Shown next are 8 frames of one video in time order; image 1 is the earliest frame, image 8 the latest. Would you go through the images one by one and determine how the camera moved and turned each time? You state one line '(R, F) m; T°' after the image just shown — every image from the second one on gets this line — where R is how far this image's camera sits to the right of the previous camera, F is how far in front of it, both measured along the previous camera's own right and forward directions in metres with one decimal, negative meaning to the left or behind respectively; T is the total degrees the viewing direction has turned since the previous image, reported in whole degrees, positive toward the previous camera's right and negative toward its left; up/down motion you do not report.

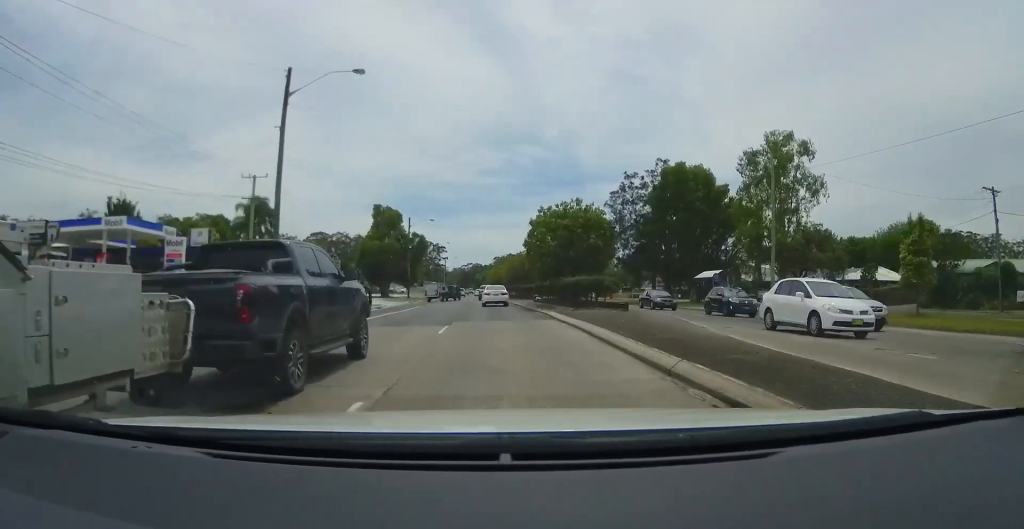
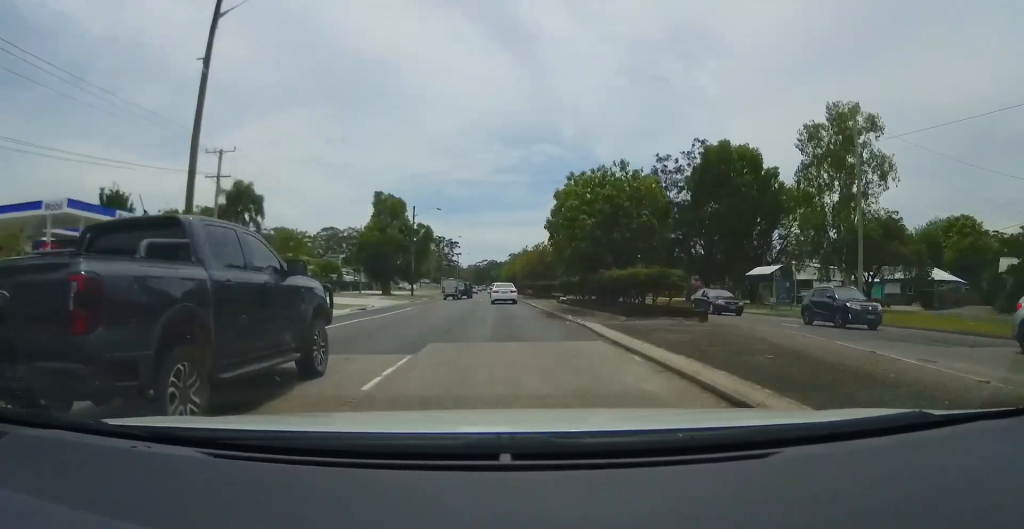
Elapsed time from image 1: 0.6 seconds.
(0.0, +8.9) m; -2°
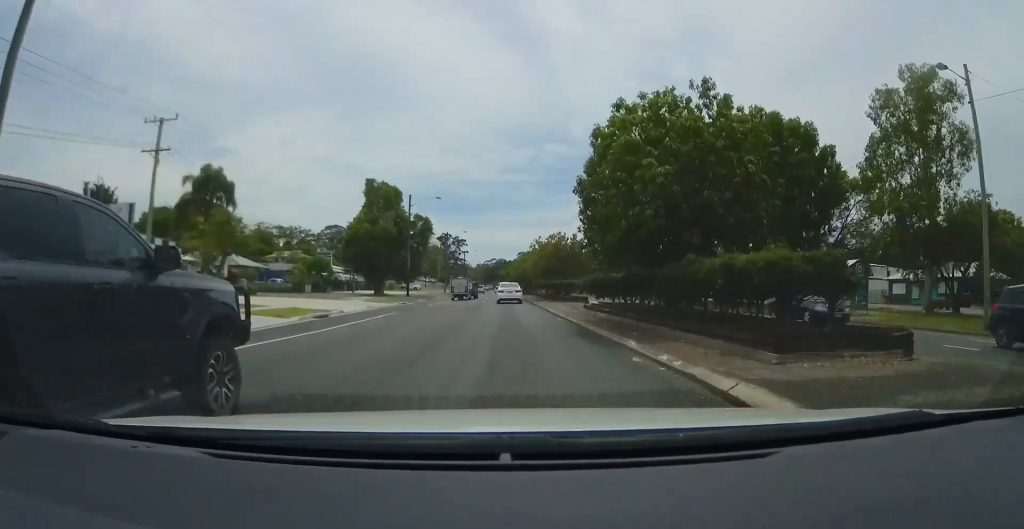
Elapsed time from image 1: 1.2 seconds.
(-0.3, +9.1) m; -2°
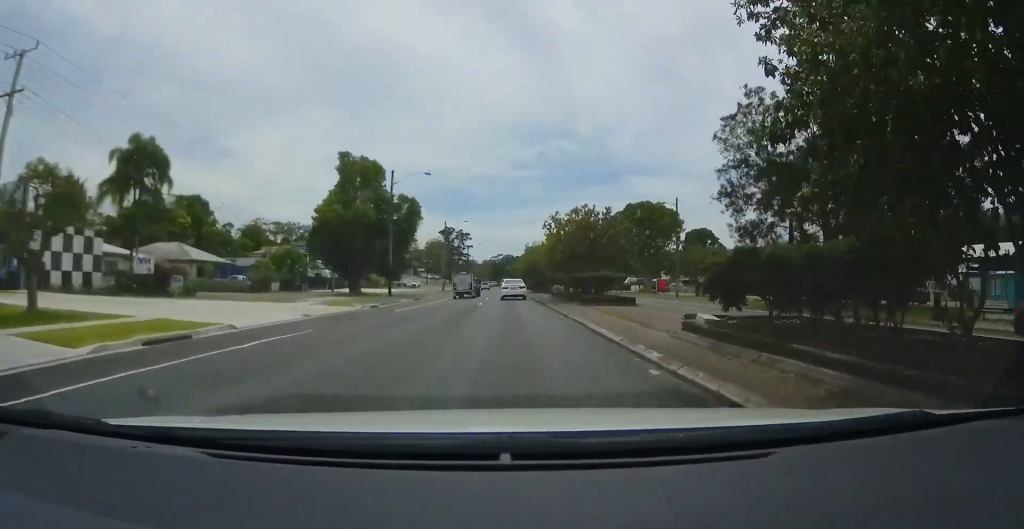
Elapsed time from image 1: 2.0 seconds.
(-0.4, +13.0) m; -3°
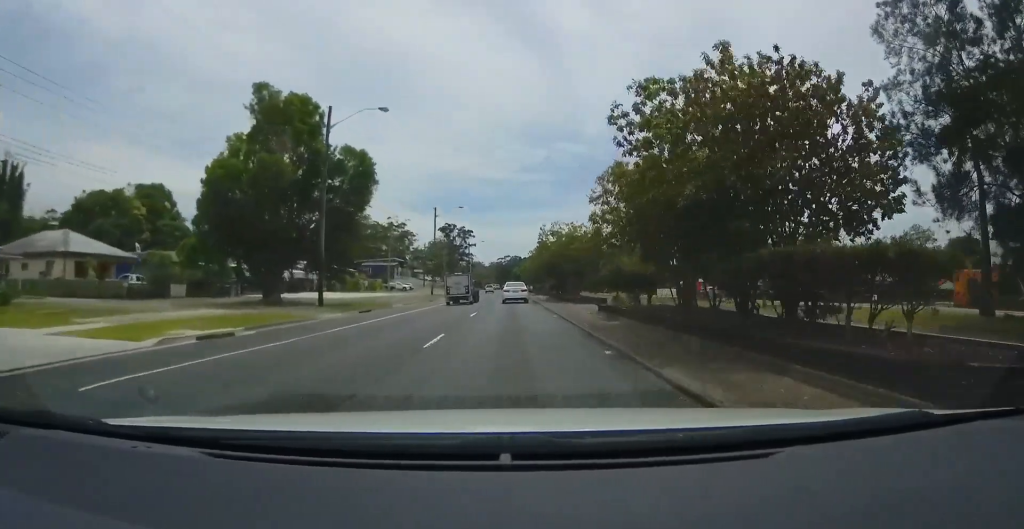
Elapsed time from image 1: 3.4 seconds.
(-0.7, +21.4) m; 0°
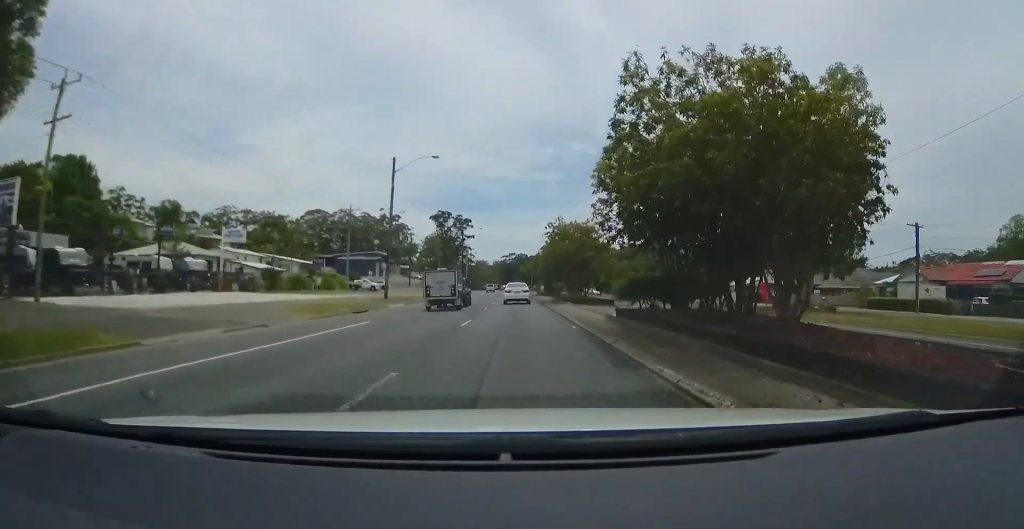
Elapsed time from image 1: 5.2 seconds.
(+0.2, +30.2) m; -1°
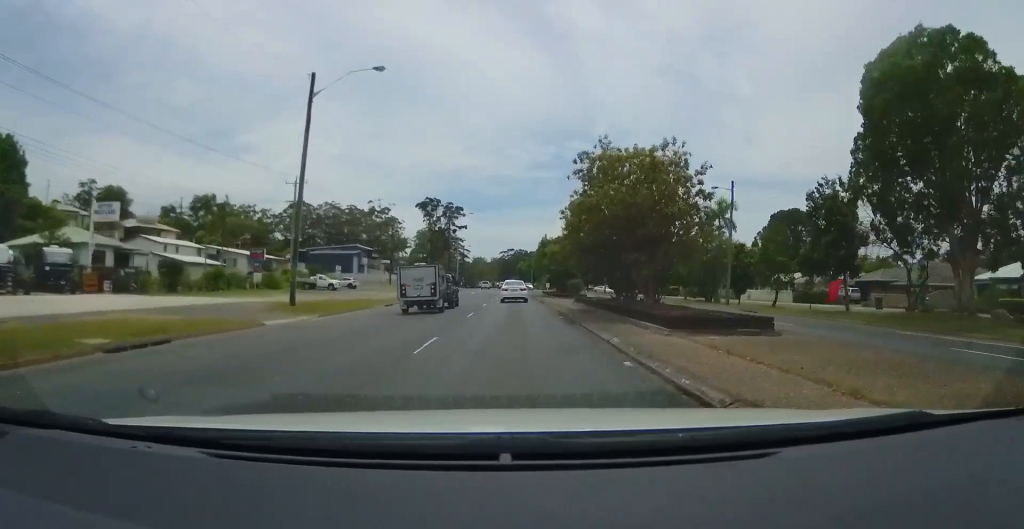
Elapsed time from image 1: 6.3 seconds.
(0.0, +19.3) m; +2°
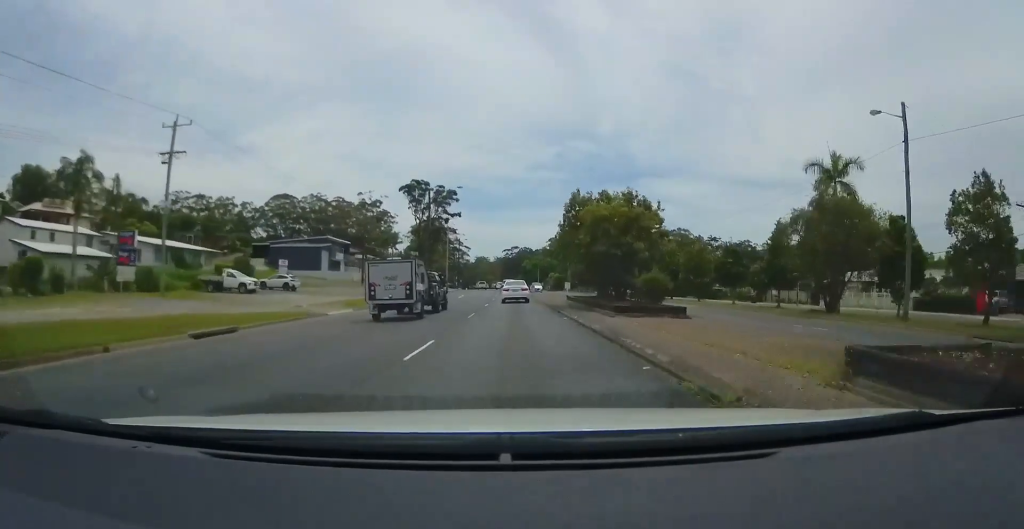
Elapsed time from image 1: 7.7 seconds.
(+0.5, +24.5) m; 0°
